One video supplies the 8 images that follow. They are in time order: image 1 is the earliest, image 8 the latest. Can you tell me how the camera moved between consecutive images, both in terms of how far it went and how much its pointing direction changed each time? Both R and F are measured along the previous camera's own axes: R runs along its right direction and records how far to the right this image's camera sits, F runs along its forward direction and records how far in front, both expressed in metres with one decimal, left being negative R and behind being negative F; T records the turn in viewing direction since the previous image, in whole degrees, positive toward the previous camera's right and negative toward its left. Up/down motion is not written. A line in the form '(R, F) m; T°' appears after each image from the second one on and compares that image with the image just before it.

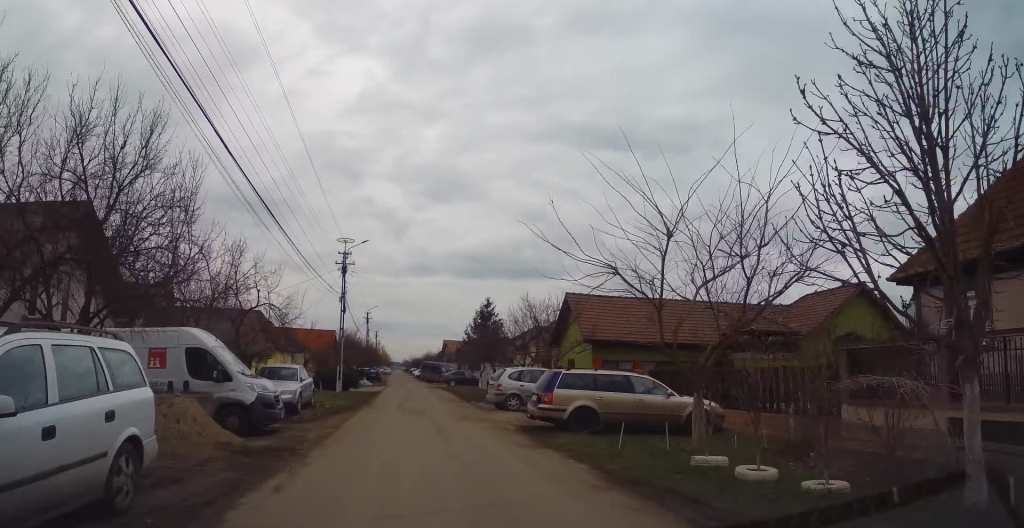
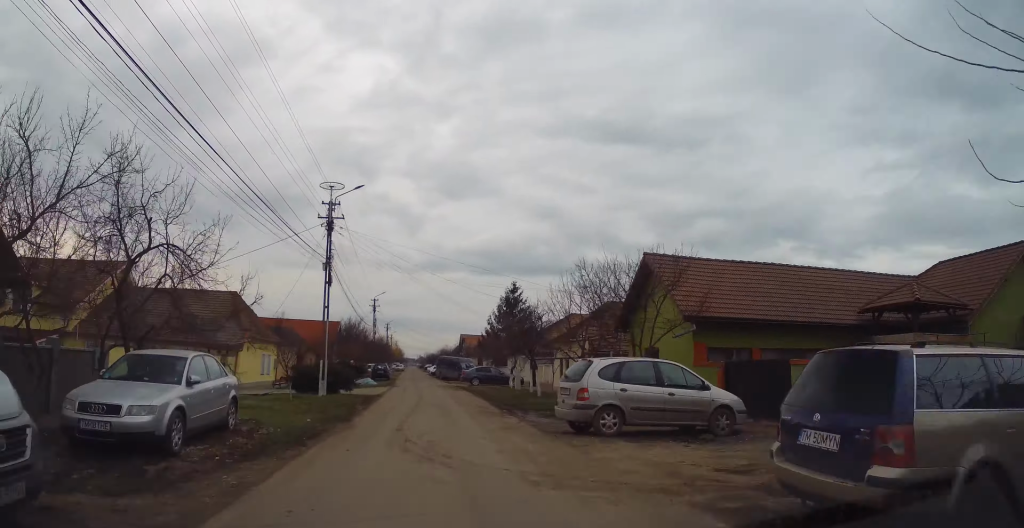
(0.0, +10.1) m; 0°
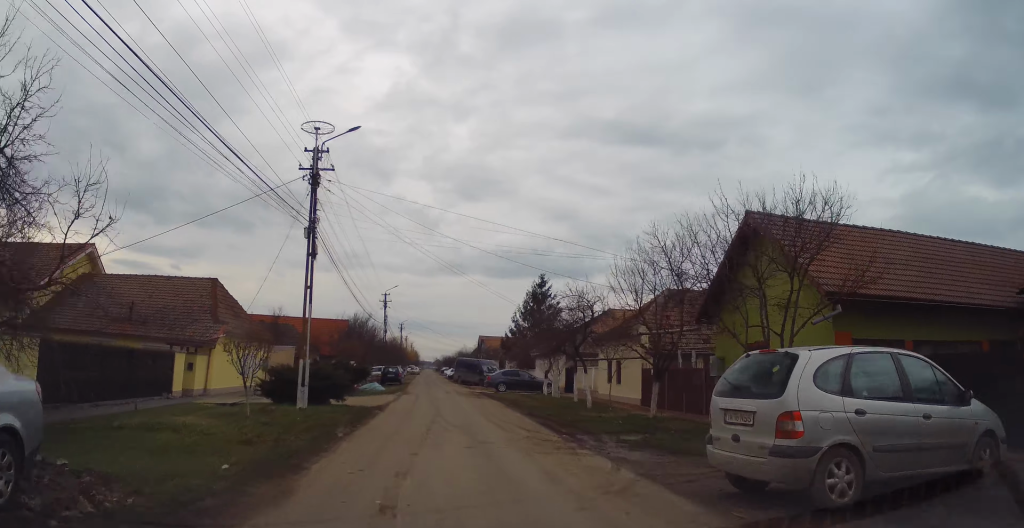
(0.0, +6.7) m; 0°
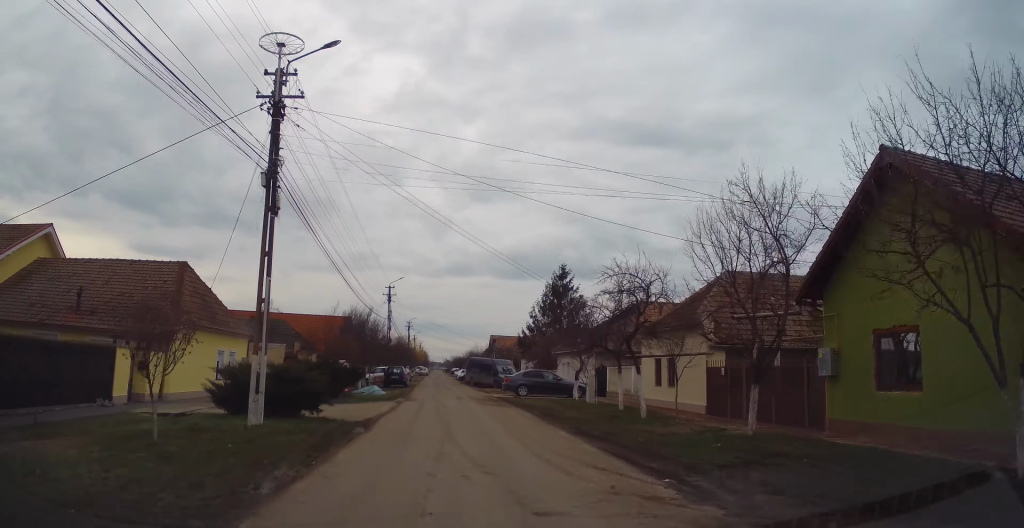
(0.0, +5.1) m; 0°
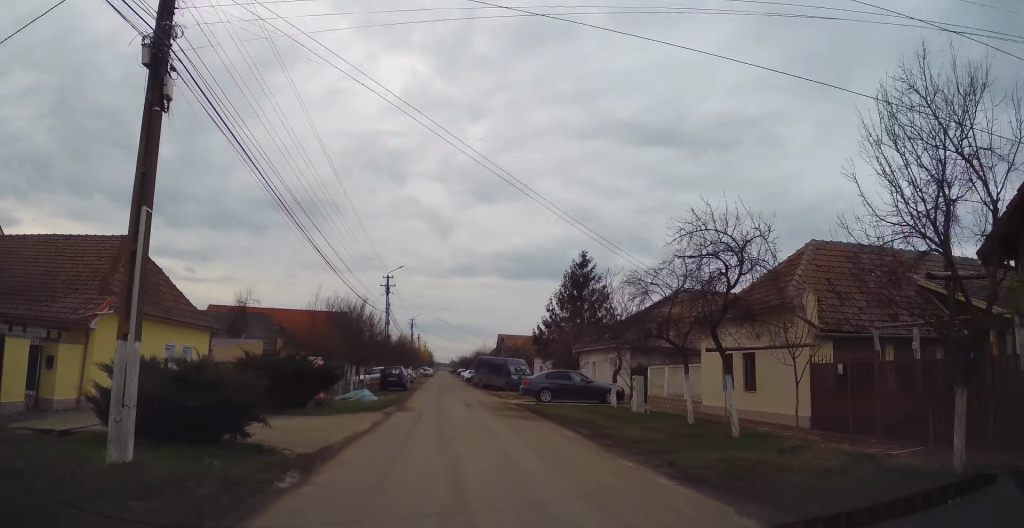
(0.0, +5.6) m; -1°
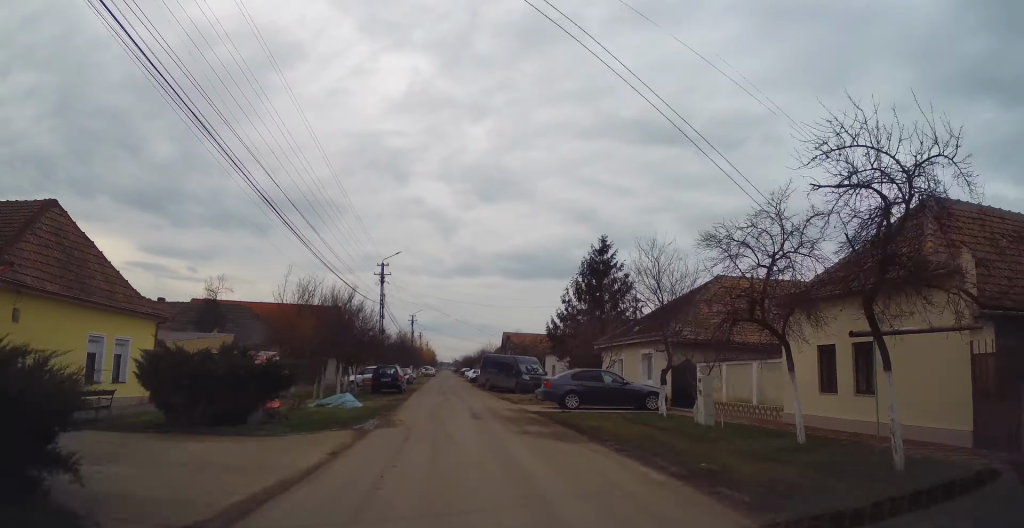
(+0.1, +4.9) m; -1°
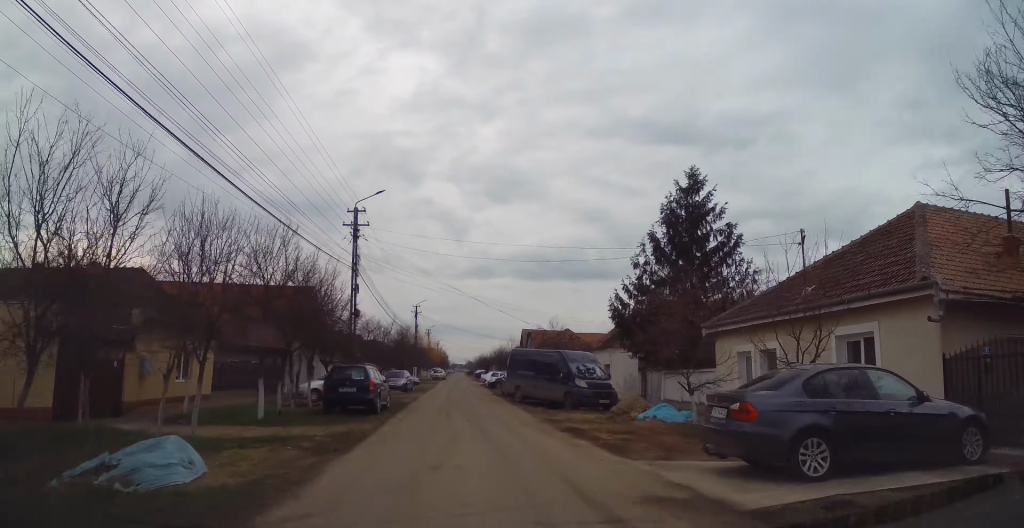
(-0.4, +14.2) m; 0°
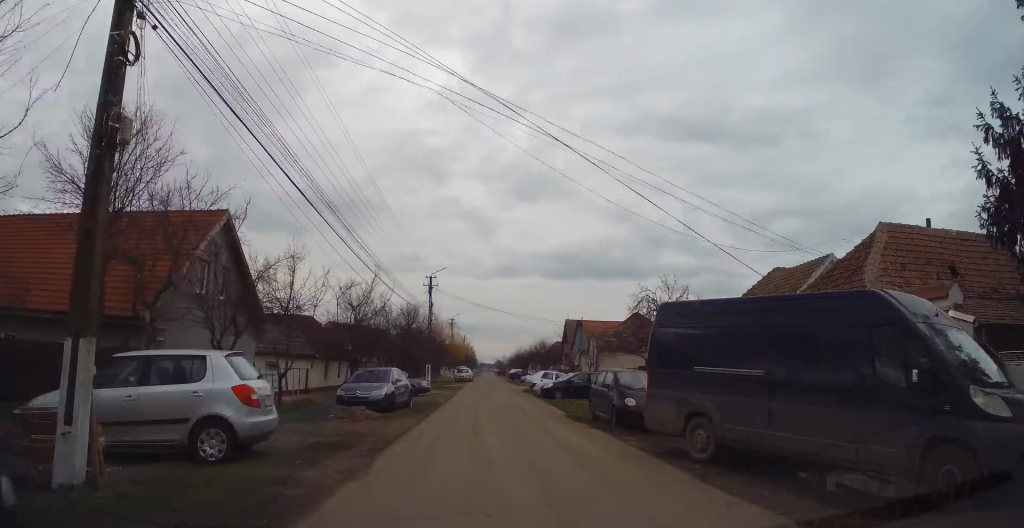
(+0.8, +19.7) m; +1°
